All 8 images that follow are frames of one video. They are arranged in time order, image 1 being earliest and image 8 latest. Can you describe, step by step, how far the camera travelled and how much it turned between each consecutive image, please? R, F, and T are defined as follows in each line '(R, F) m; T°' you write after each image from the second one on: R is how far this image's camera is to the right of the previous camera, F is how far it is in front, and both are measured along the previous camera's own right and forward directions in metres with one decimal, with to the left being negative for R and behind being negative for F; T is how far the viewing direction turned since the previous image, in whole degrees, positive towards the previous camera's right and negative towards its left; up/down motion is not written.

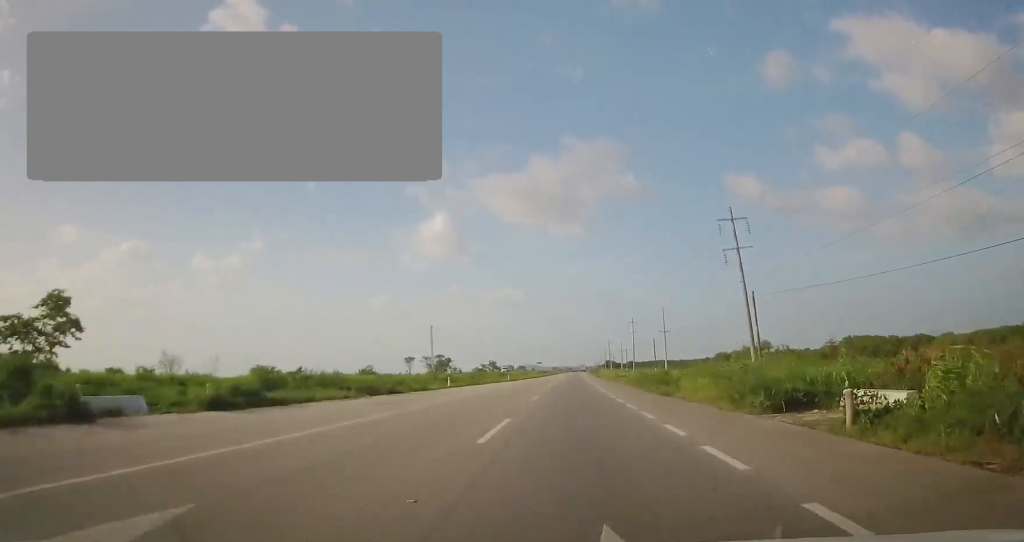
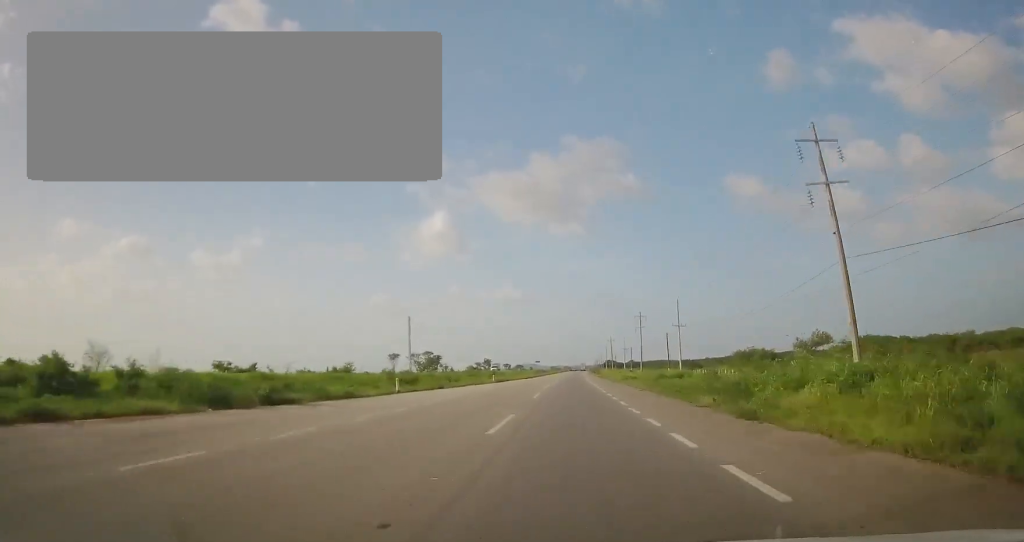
(0.0, +14.1) m; 0°
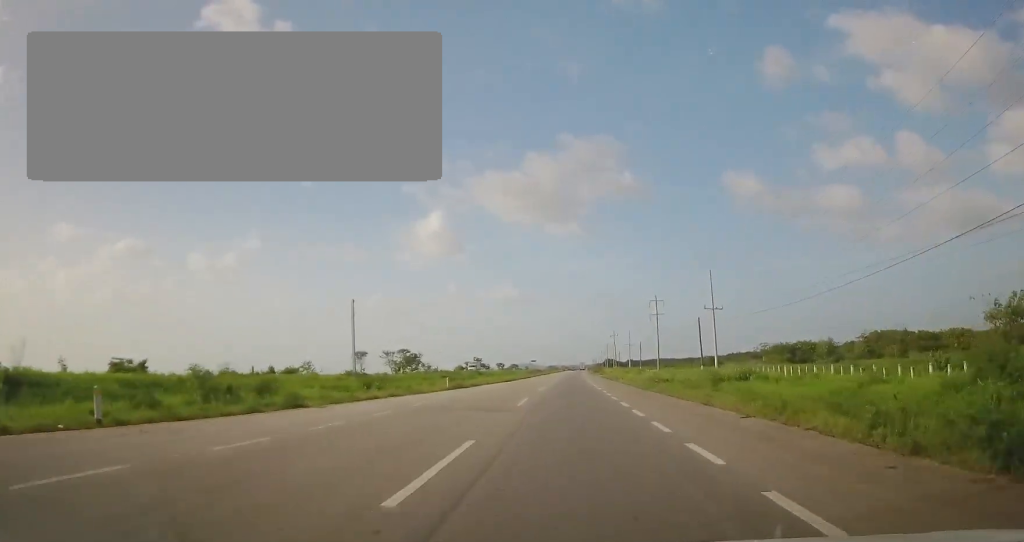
(-0.1, +22.8) m; -1°
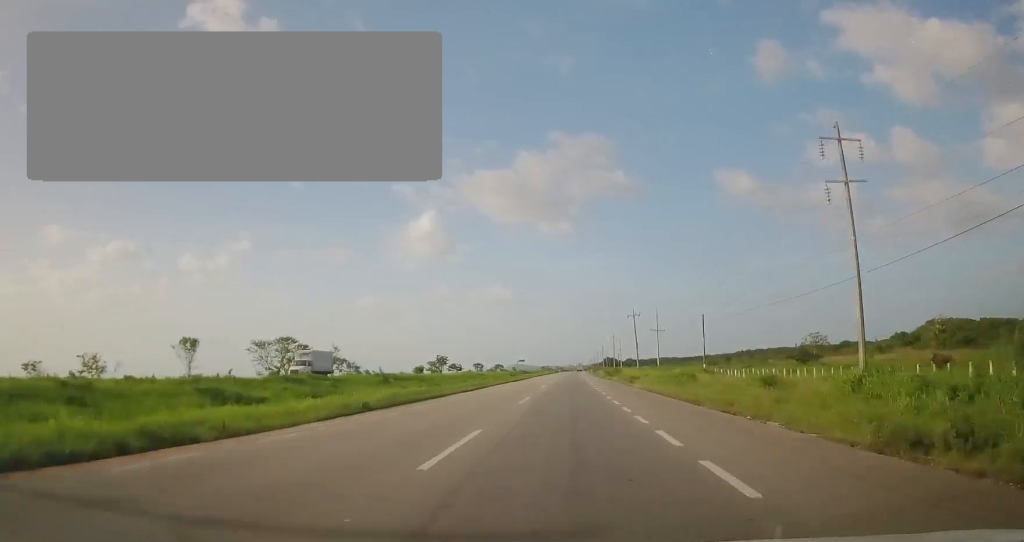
(+0.2, +60.9) m; +1°
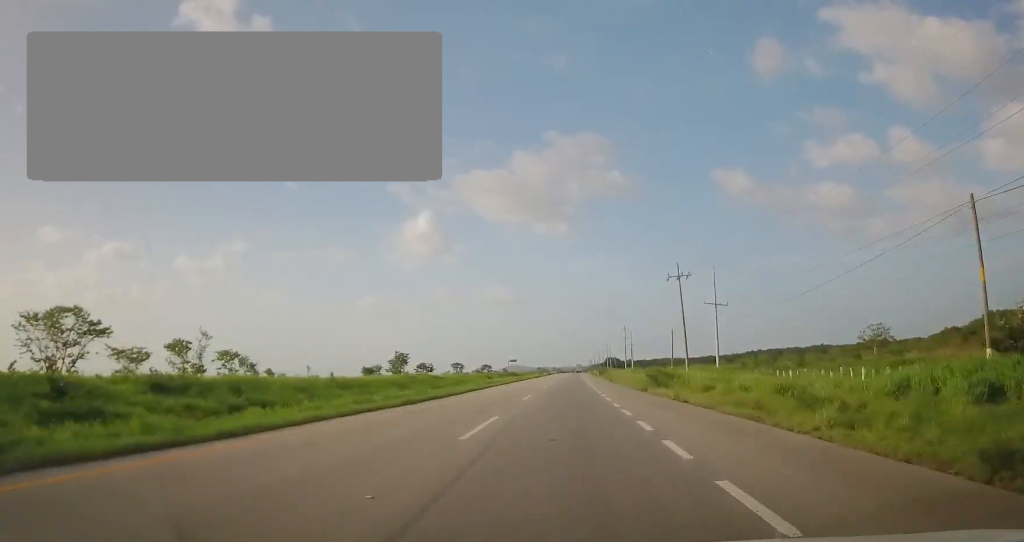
(-0.1, +43.7) m; +1°
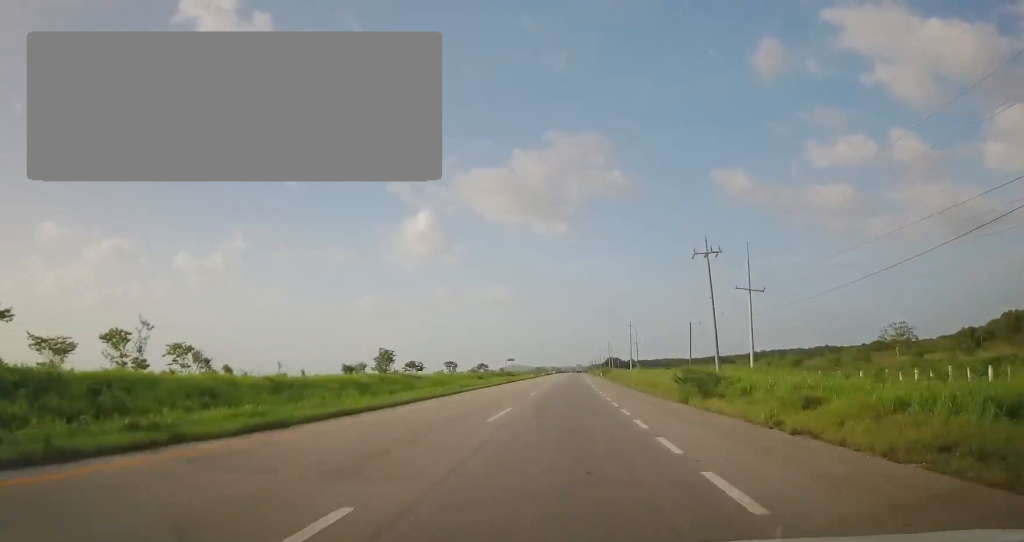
(+0.2, +11.9) m; +1°
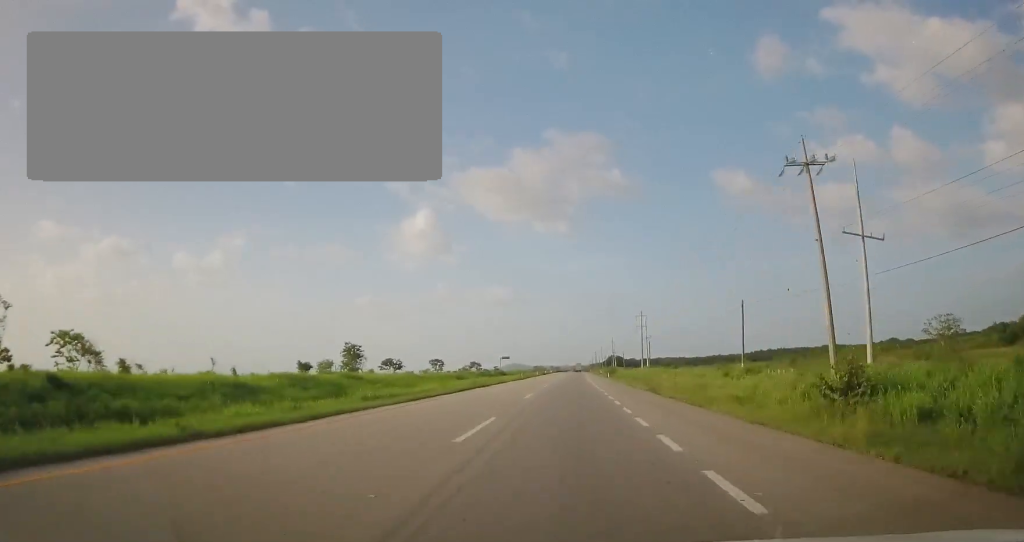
(+0.4, +20.7) m; +1°
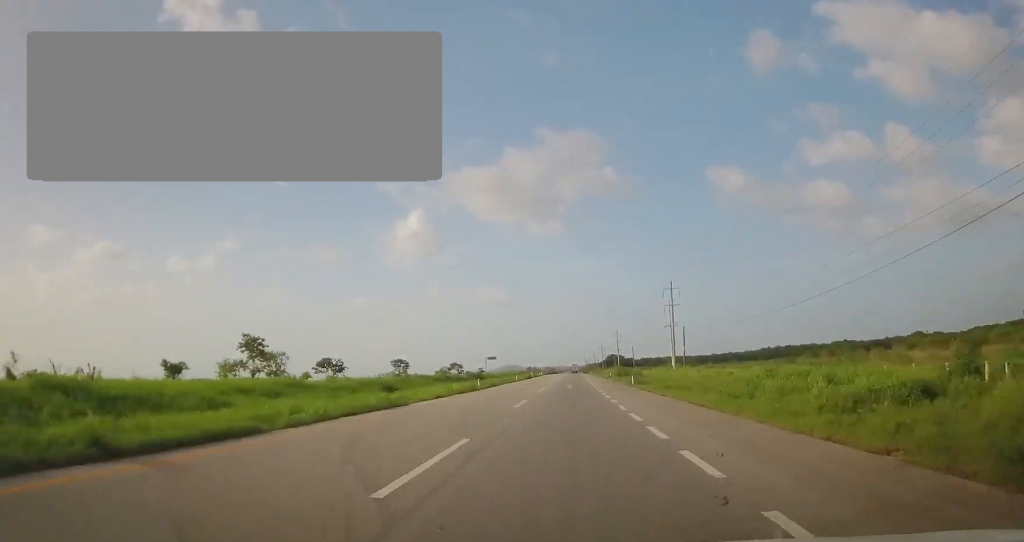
(-0.3, +35.8) m; -1°
